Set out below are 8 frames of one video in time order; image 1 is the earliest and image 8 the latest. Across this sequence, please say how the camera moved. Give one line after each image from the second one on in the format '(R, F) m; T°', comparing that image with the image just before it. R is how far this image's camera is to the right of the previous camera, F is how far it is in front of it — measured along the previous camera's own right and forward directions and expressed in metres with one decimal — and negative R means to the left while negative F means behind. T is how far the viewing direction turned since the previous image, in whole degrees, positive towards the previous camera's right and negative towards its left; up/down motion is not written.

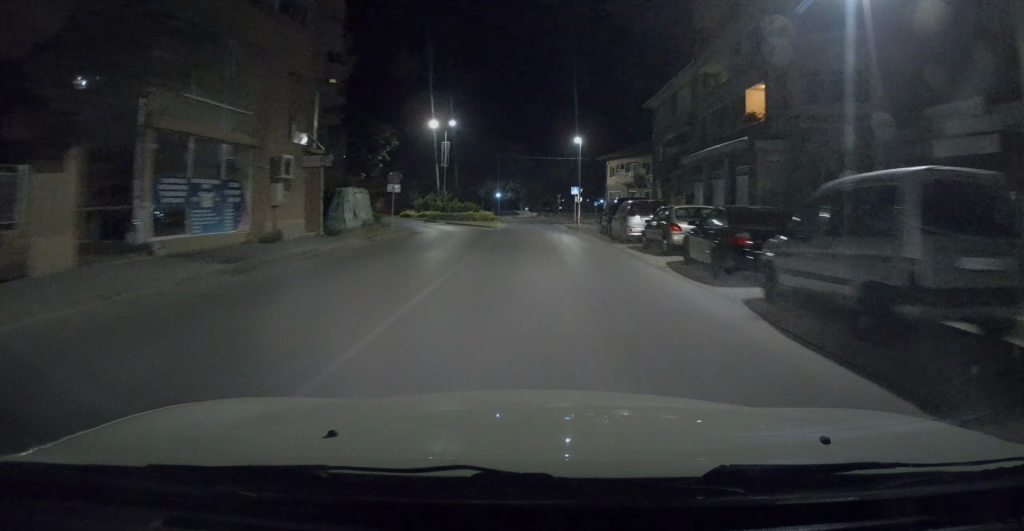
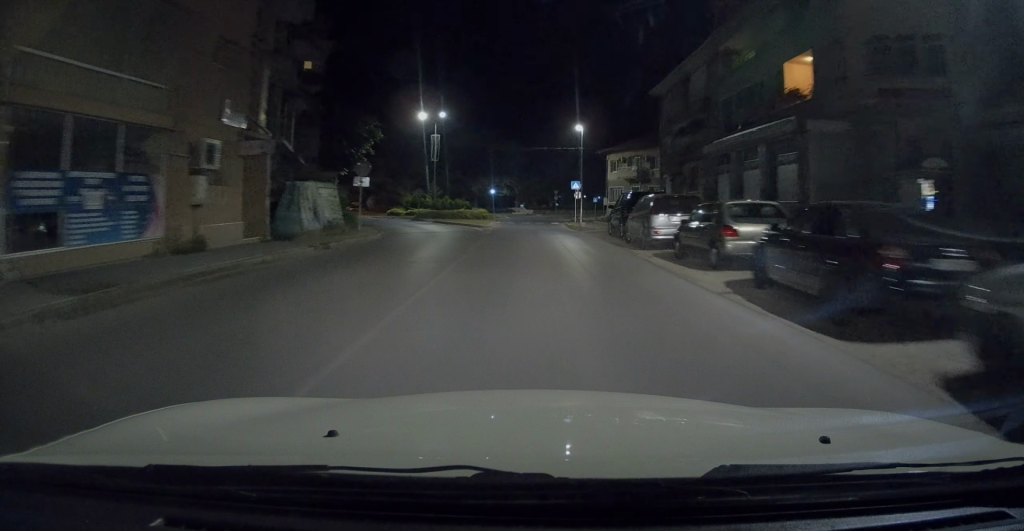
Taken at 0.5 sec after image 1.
(+0.1, +4.5) m; +1°
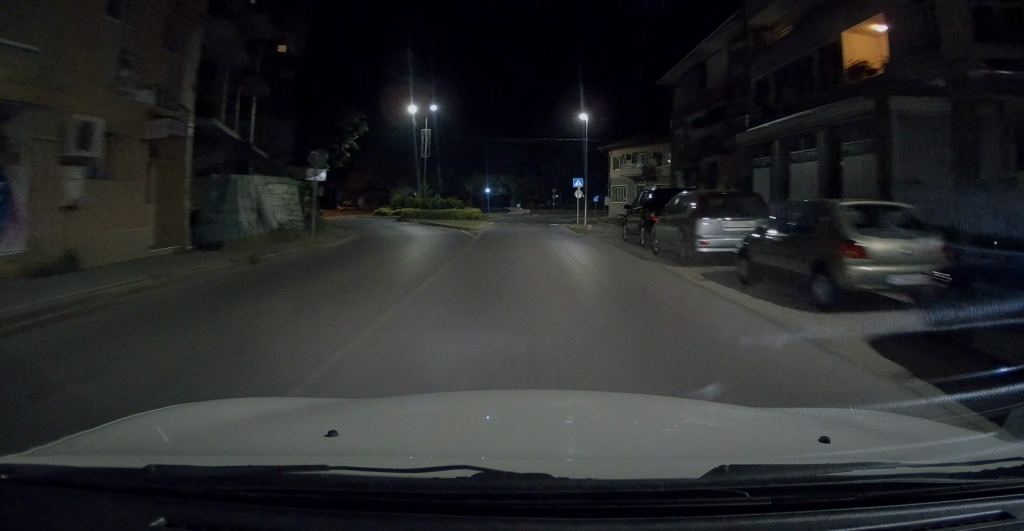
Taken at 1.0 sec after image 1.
(+0.1, +4.6) m; 0°
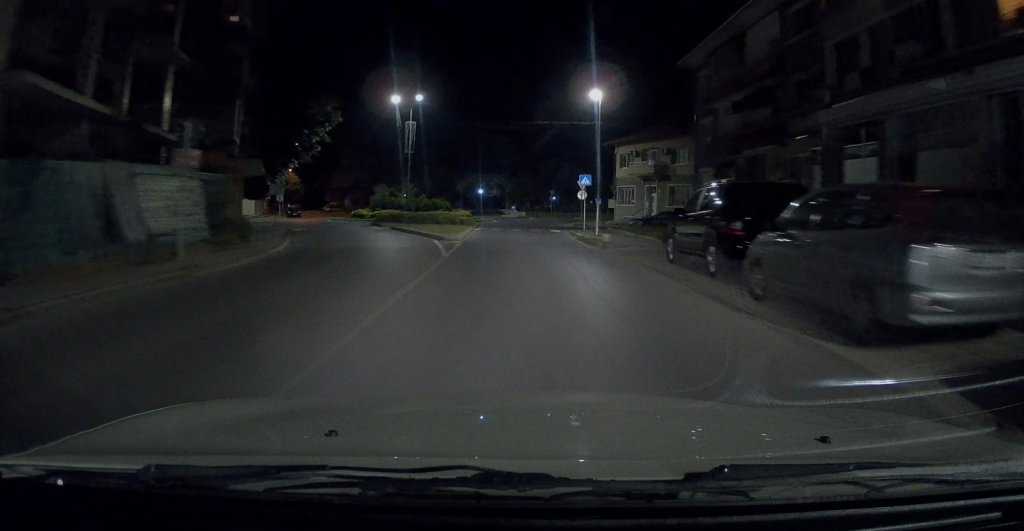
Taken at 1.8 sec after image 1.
(+0.1, +7.1) m; -2°
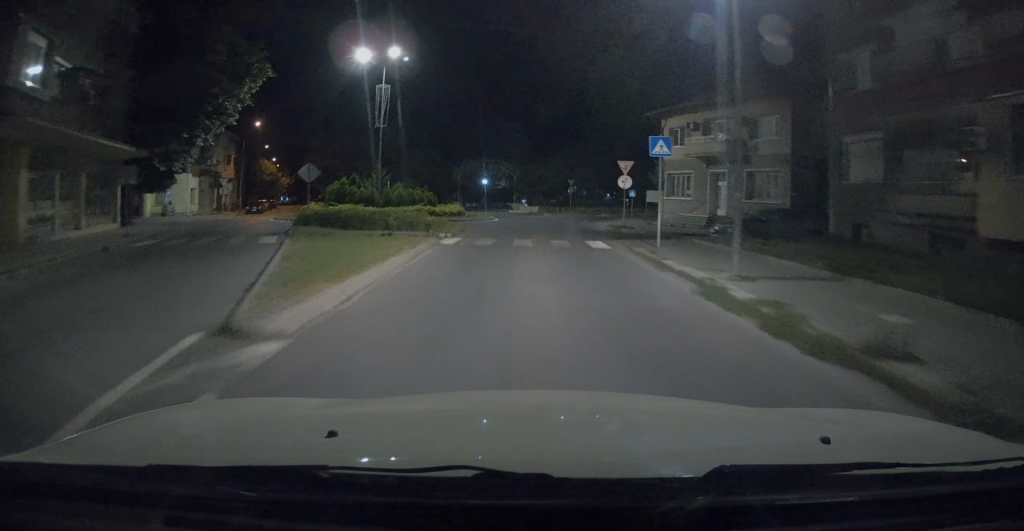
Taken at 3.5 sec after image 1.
(-0.8, +16.1) m; -3°
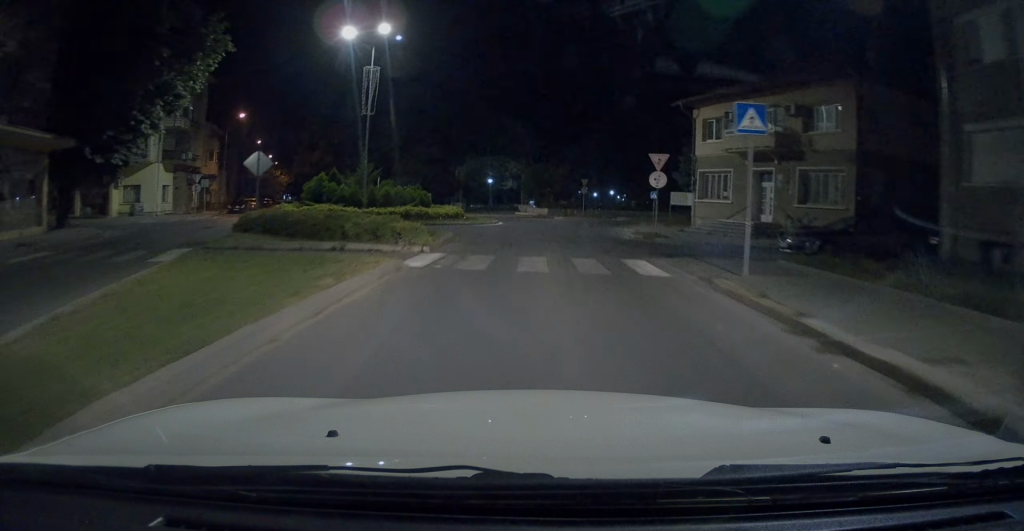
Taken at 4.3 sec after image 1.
(0.0, +6.2) m; +2°
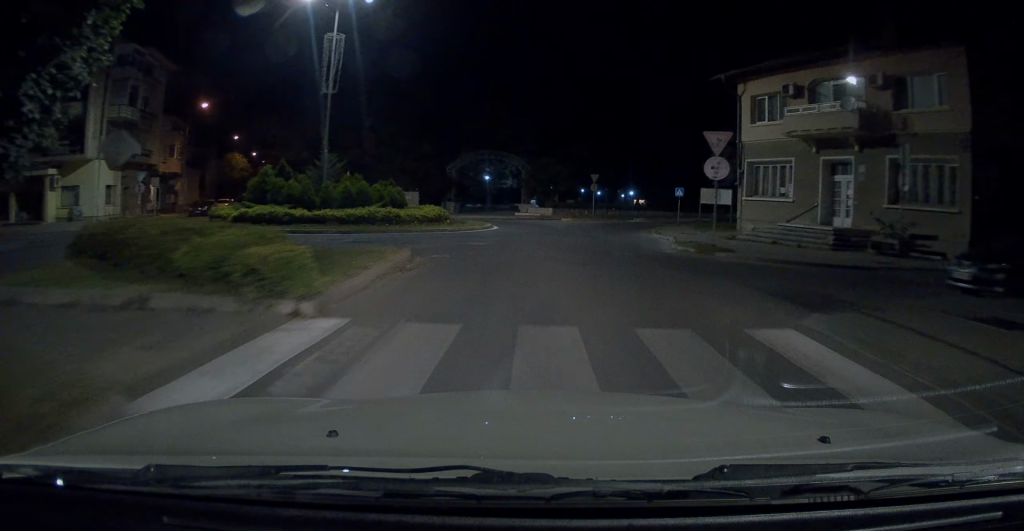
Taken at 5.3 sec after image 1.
(+0.3, +8.1) m; +3°
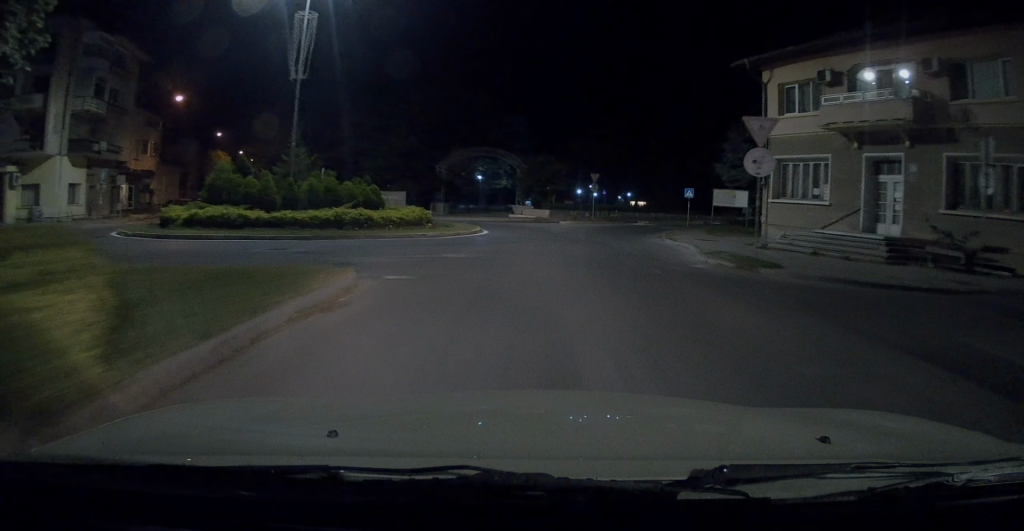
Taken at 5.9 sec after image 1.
(+0.2, +3.9) m; +1°
